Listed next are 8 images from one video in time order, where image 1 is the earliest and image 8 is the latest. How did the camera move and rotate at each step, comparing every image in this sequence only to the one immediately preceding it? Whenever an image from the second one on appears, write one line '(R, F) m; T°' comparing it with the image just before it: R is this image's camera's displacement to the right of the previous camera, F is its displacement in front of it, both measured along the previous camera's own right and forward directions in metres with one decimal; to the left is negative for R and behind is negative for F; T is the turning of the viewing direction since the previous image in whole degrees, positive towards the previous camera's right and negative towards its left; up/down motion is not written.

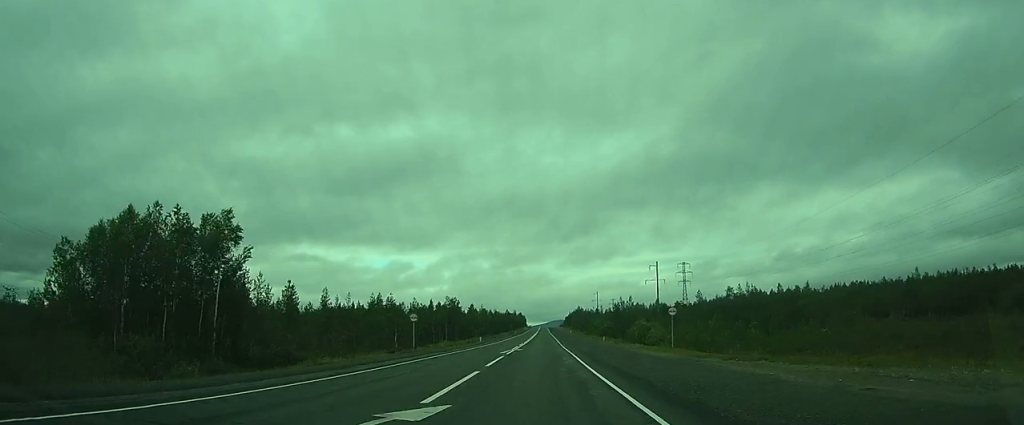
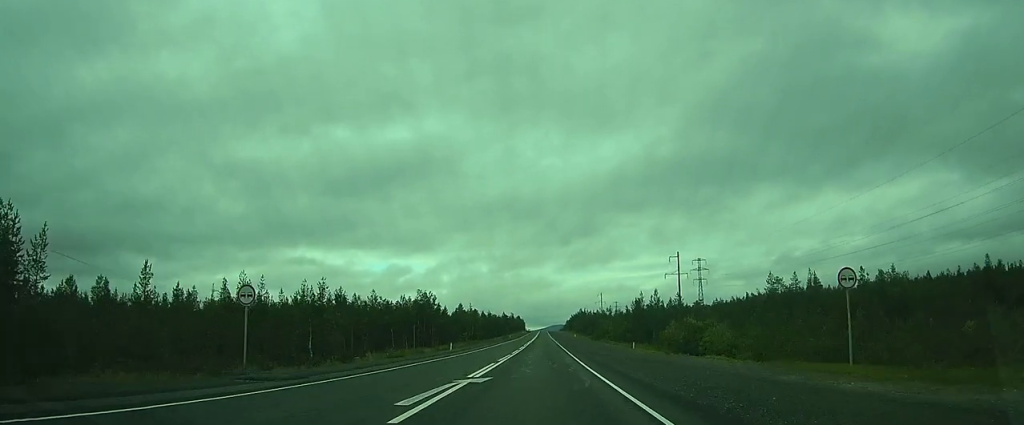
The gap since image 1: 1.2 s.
(+0.1, +28.1) m; 0°
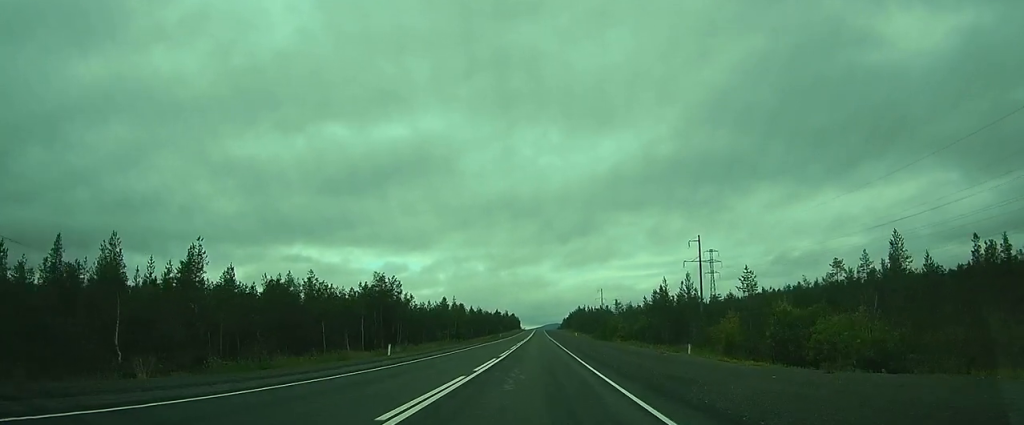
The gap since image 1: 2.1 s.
(0.0, +23.4) m; 0°
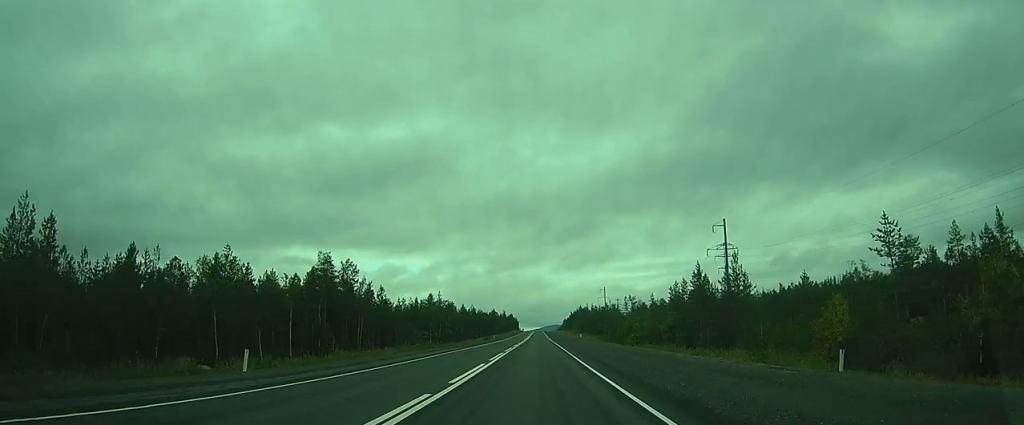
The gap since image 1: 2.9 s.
(-0.1, +18.6) m; 0°
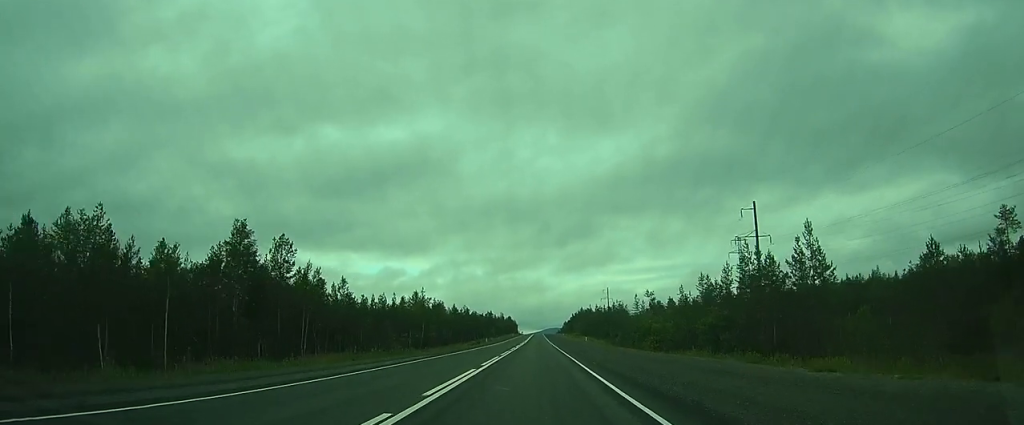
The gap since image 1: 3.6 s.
(0.0, +16.2) m; 0°
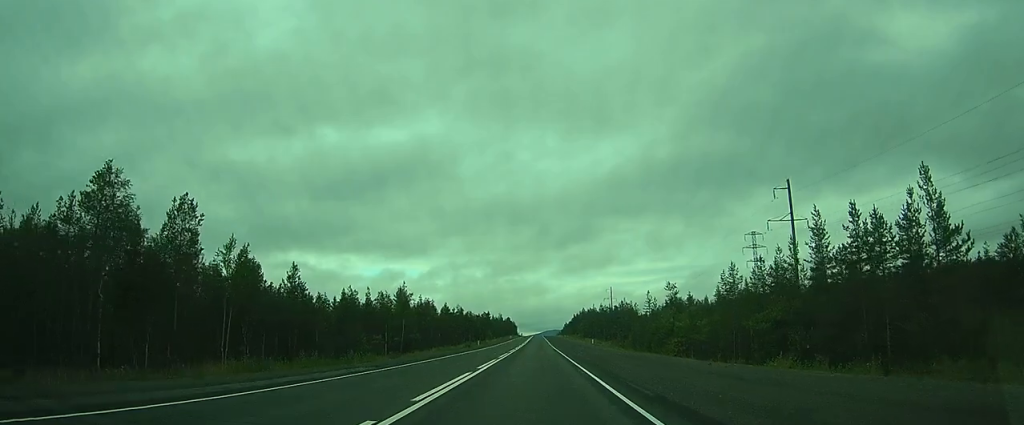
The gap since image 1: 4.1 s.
(0.0, +13.7) m; 0°
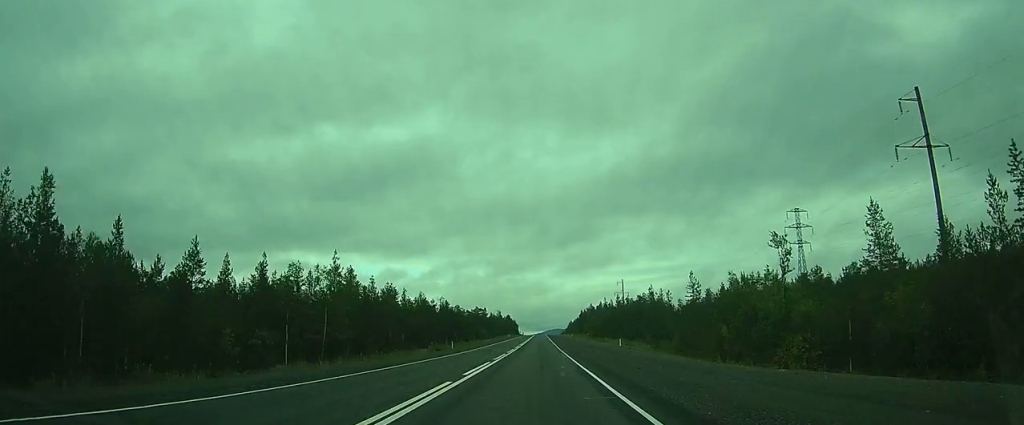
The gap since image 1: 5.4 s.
(+0.1, +30.7) m; +1°
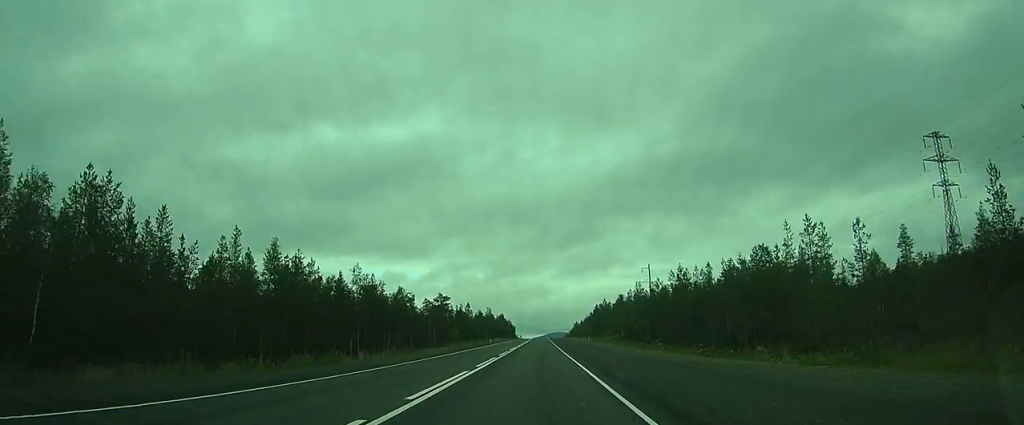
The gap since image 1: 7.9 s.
(+0.3, +59.4) m; +1°
